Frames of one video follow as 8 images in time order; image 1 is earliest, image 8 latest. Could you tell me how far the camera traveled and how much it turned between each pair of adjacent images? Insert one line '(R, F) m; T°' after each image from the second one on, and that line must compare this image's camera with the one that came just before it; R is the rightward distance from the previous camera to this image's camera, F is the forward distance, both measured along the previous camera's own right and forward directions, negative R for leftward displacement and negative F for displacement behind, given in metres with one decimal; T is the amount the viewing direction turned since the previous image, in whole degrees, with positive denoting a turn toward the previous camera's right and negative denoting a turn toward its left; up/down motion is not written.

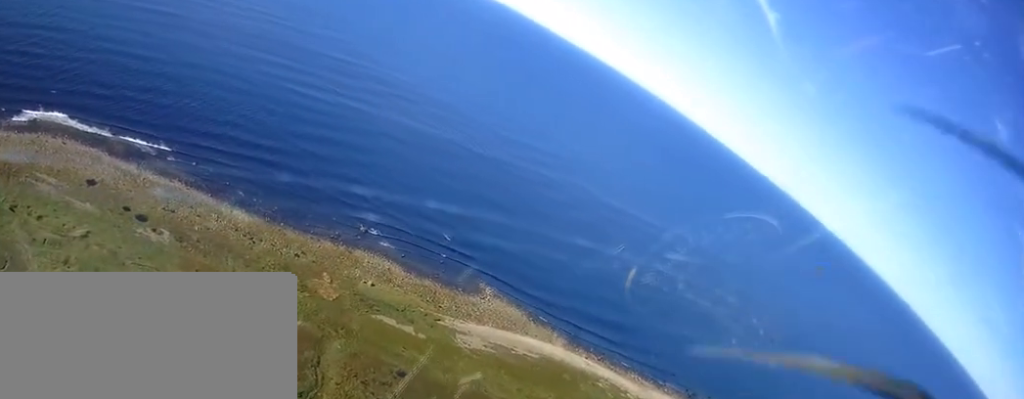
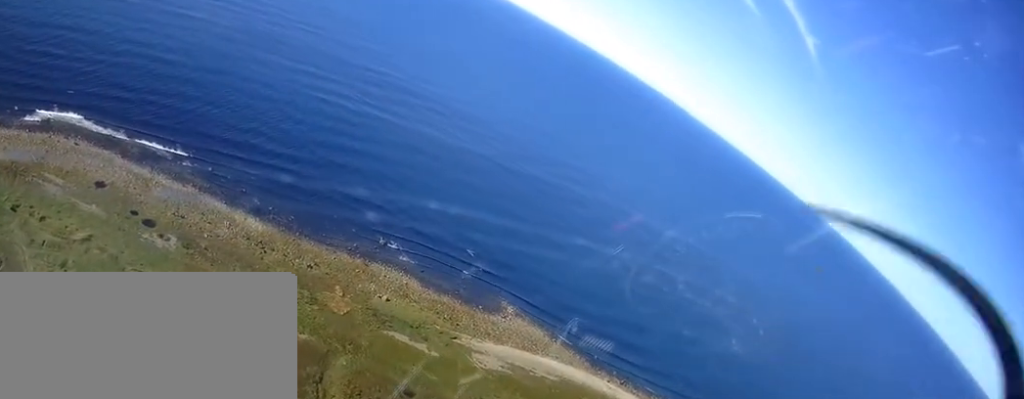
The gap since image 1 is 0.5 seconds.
(-0.7, +26.0) m; -3°
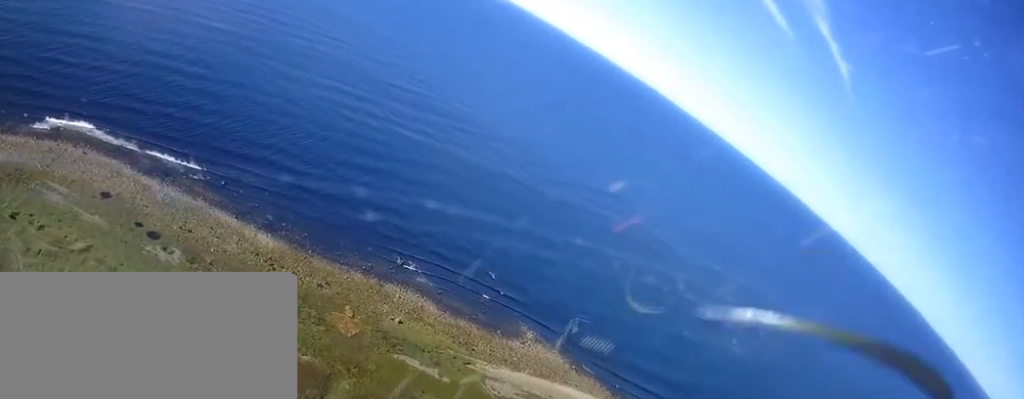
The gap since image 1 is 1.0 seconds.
(-0.8, +26.0) m; -3°
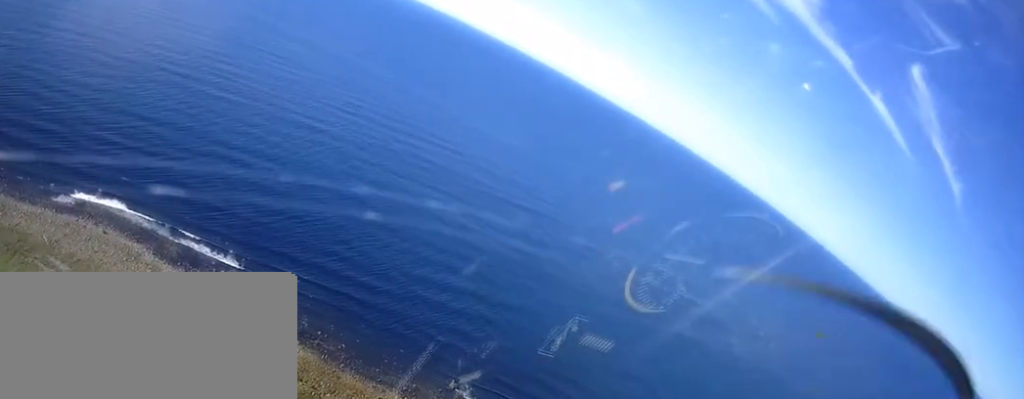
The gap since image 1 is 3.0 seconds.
(-11.2, +103.4) m; -12°
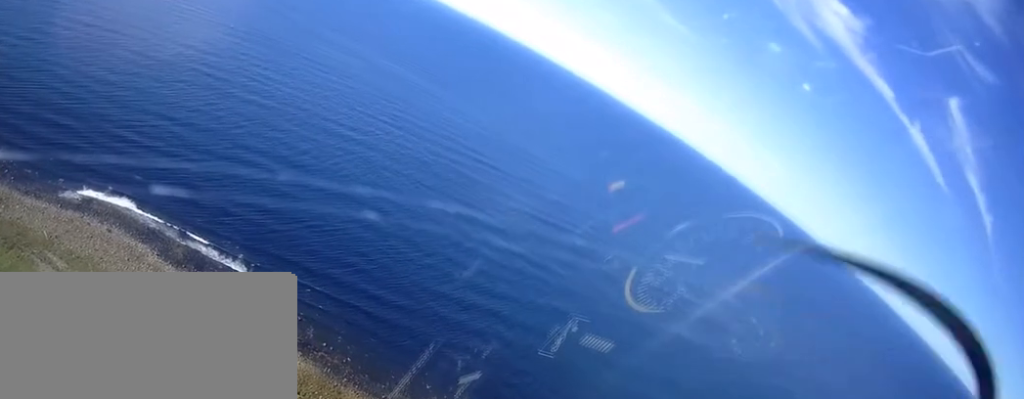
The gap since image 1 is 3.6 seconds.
(-1.3, +32.8) m; -4°
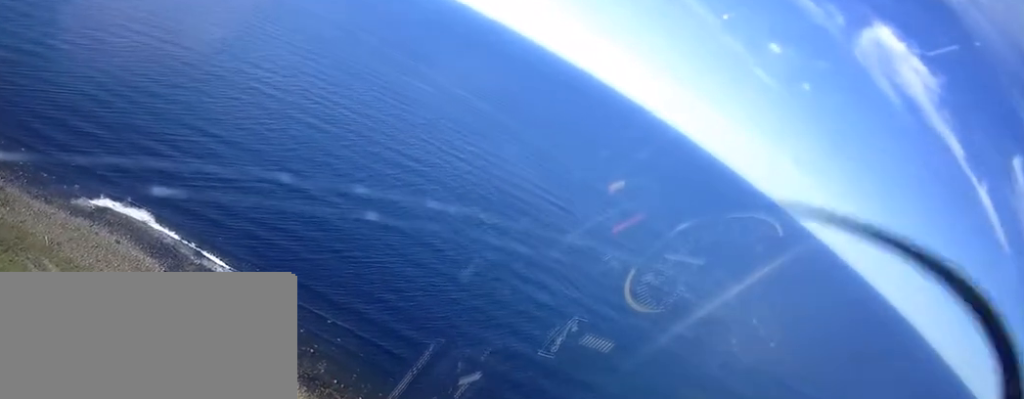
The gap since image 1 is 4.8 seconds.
(-3.9, +61.7) m; -8°
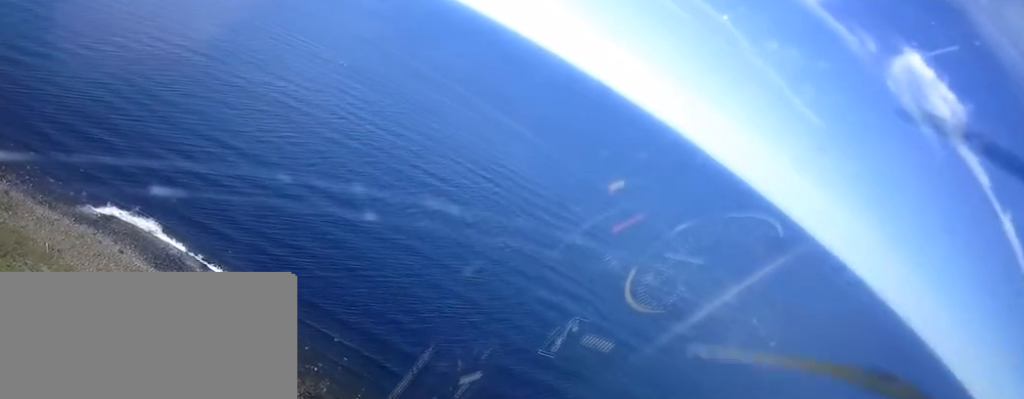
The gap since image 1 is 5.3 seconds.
(+0.2, +23.9) m; -3°
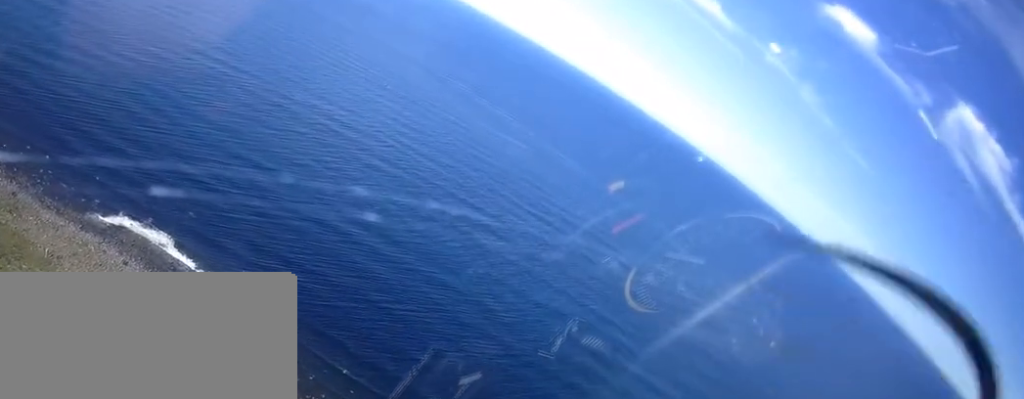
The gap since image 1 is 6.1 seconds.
(-3.4, +42.3) m; -4°
